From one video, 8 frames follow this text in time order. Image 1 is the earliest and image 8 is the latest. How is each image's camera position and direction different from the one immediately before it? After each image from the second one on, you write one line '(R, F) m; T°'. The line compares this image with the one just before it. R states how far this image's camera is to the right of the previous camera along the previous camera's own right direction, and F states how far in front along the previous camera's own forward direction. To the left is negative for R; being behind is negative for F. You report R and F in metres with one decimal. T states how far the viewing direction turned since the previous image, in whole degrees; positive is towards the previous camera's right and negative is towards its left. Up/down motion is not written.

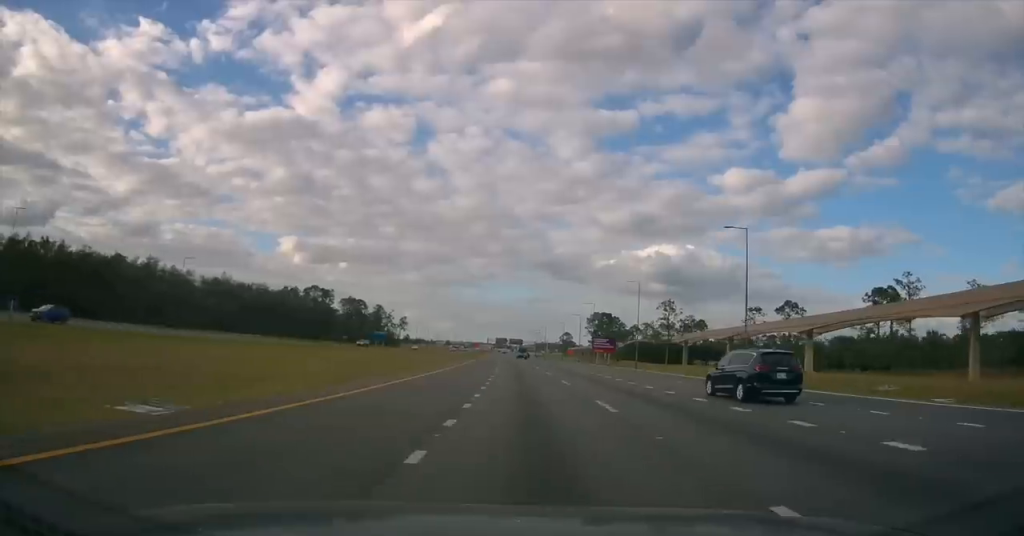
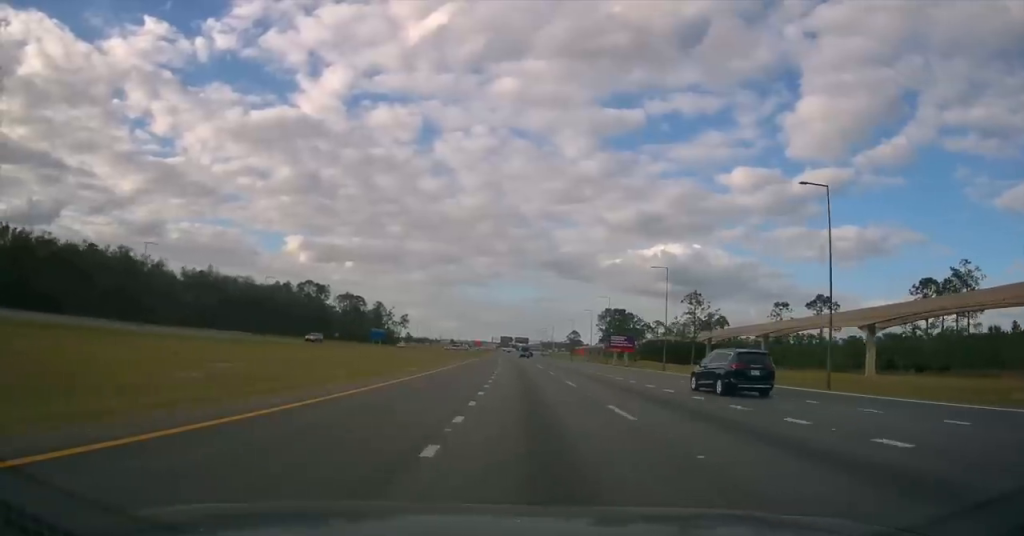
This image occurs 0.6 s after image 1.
(0.0, +14.0) m; 0°
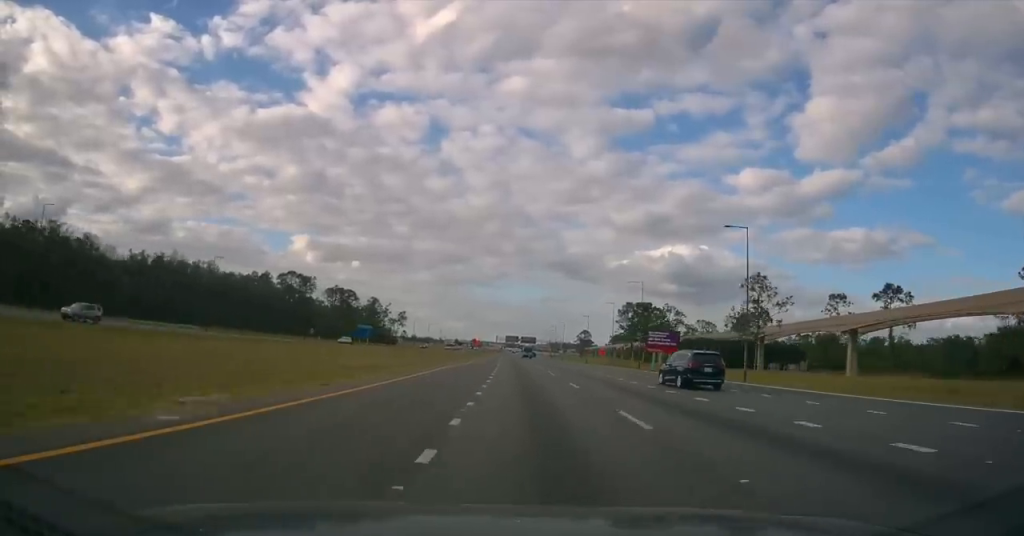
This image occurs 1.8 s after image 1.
(-0.3, +25.7) m; -1°
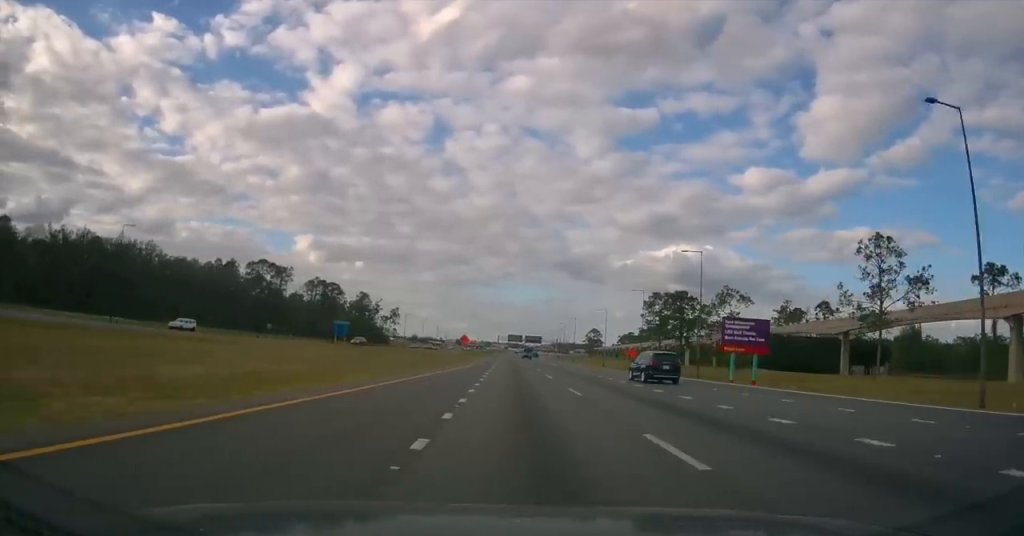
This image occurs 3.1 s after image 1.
(+0.1, +28.0) m; 0°
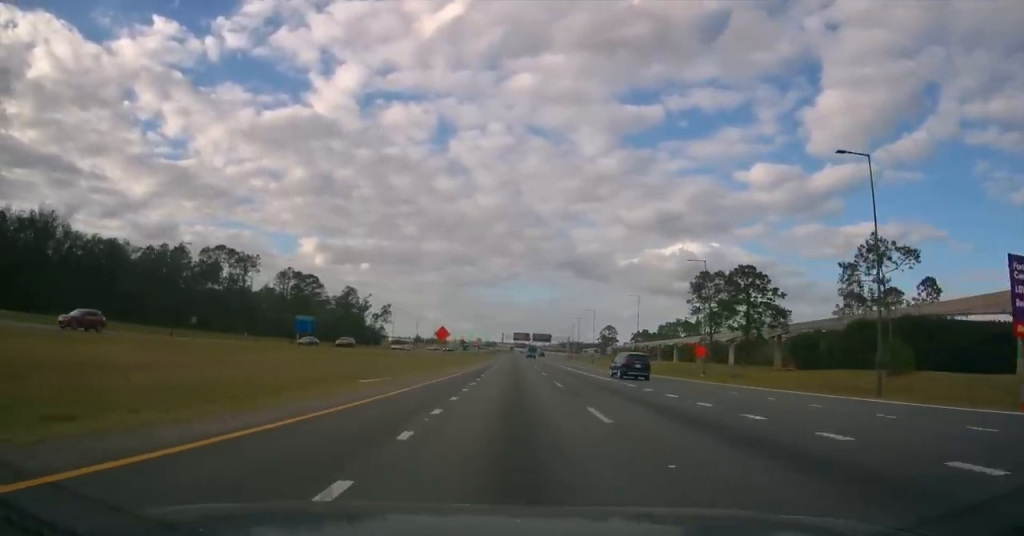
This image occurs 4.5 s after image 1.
(-0.4, +31.7) m; -1°
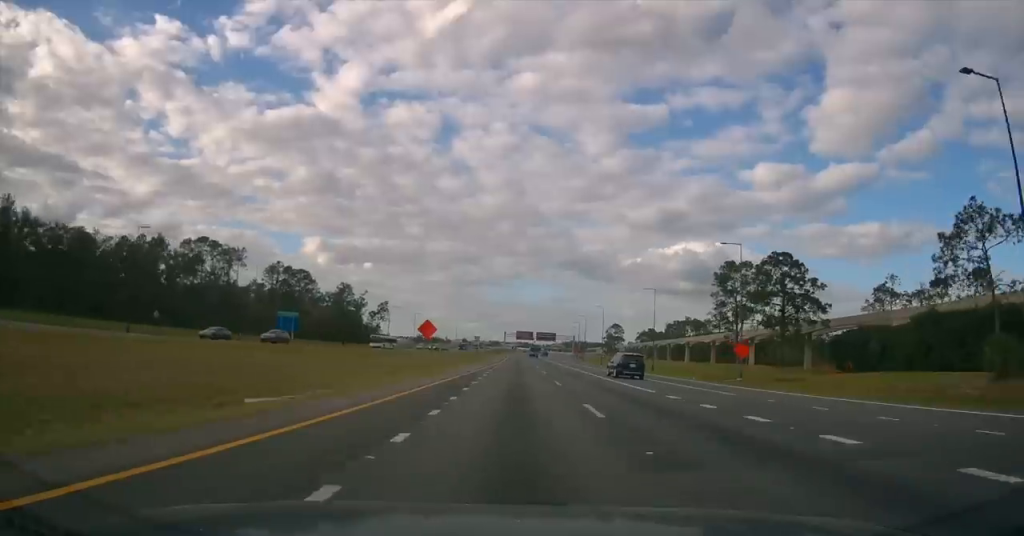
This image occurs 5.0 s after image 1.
(0.0, +11.1) m; 0°
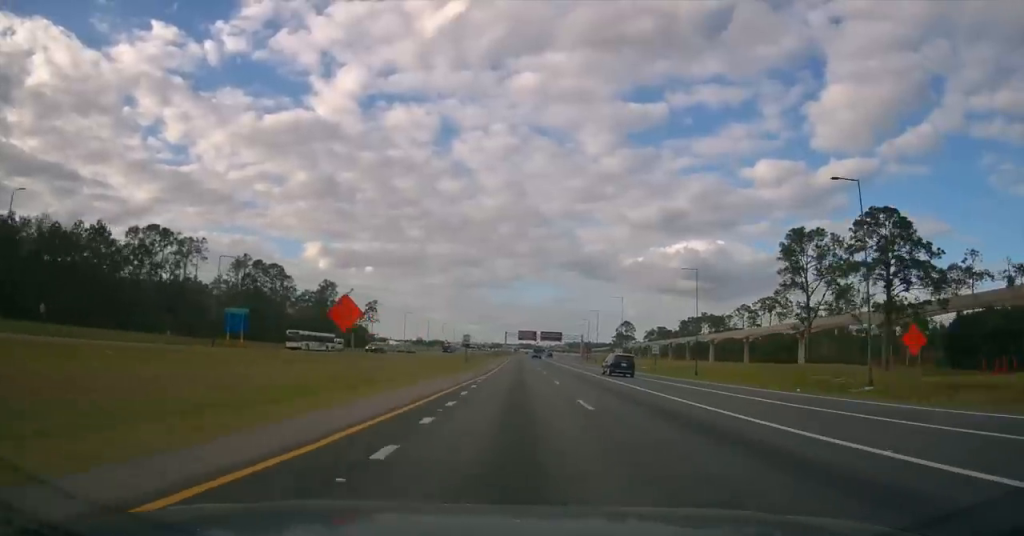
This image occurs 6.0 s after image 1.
(0.0, +23.0) m; -1°
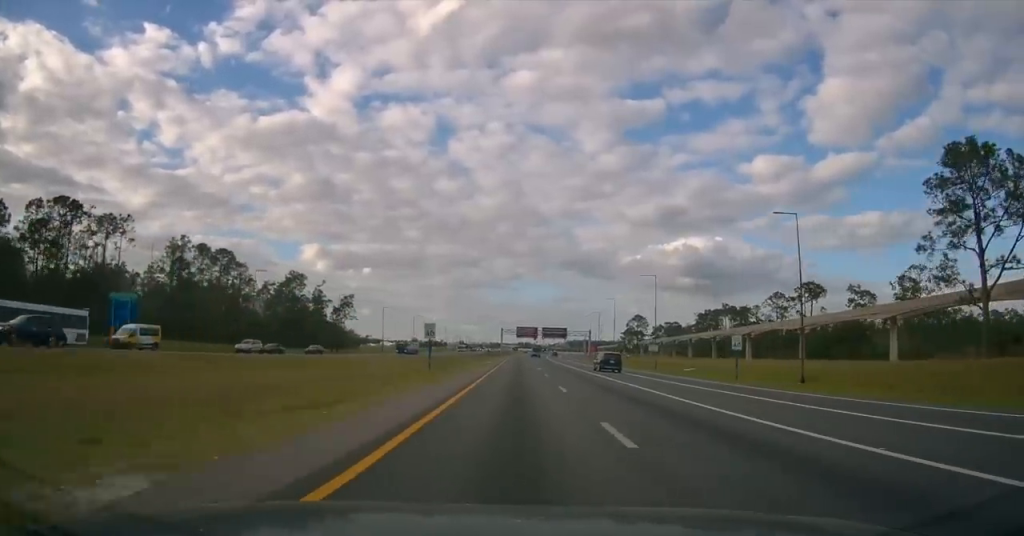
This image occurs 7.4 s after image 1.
(-0.4, +29.7) m; 0°
